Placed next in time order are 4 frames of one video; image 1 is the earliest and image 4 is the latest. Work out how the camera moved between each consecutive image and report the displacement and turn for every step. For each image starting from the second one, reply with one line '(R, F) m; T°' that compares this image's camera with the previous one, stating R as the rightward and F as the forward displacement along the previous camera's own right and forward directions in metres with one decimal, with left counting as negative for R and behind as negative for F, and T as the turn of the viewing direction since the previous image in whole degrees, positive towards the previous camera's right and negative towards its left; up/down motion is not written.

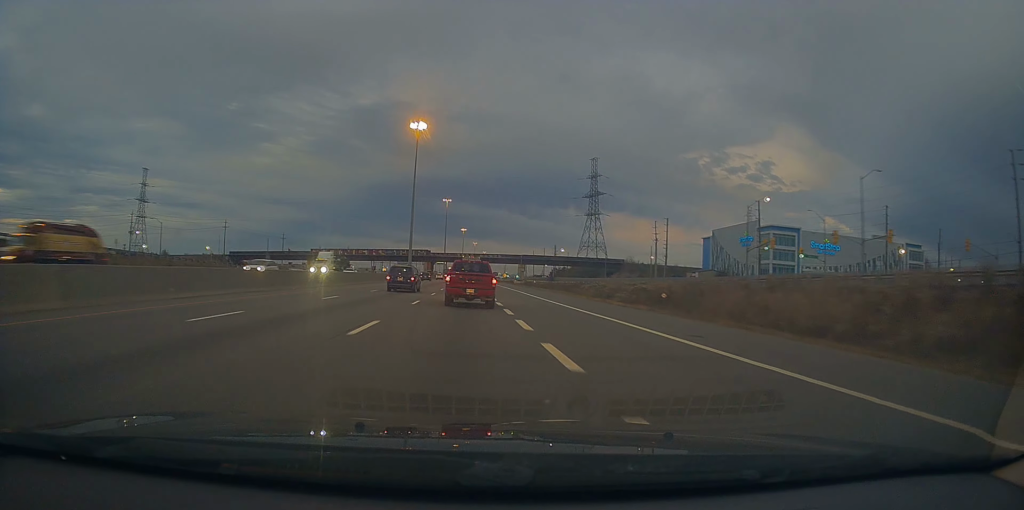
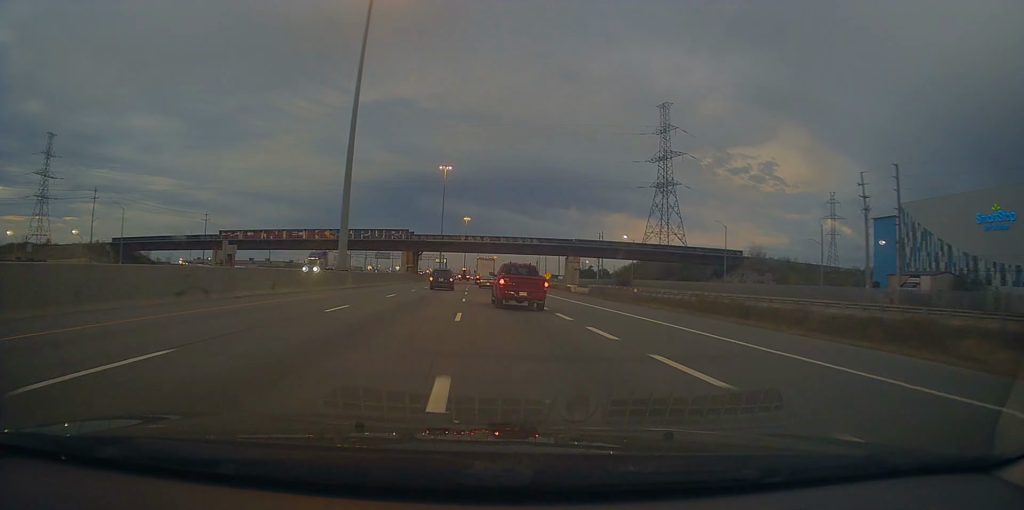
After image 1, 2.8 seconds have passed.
(+1.1, +77.8) m; 0°
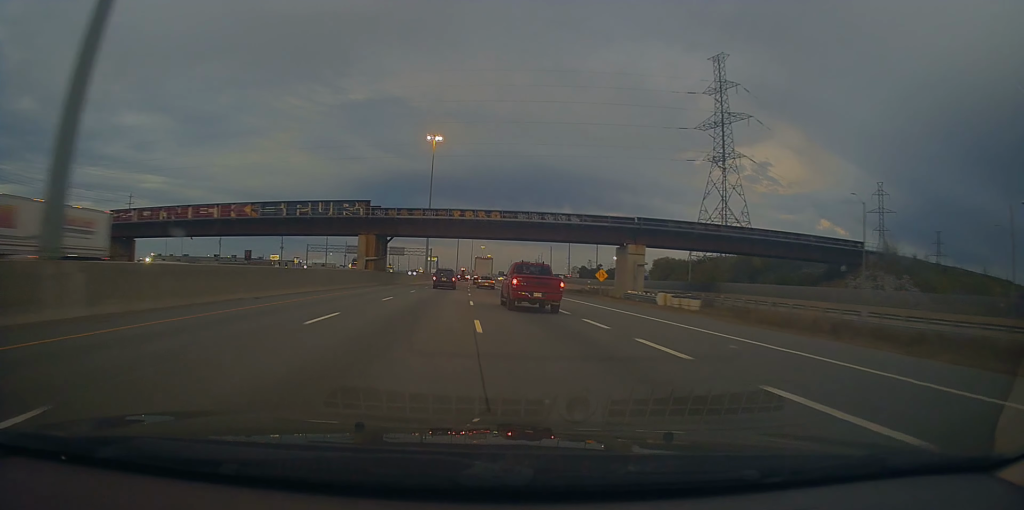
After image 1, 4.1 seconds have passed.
(-0.3, +39.0) m; +1°
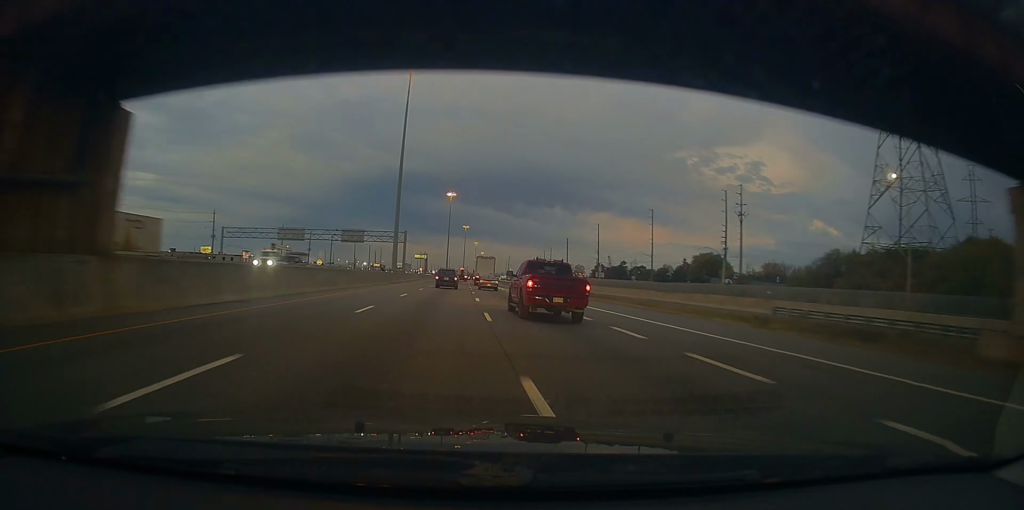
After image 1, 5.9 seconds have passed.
(+1.3, +56.2) m; +1°
